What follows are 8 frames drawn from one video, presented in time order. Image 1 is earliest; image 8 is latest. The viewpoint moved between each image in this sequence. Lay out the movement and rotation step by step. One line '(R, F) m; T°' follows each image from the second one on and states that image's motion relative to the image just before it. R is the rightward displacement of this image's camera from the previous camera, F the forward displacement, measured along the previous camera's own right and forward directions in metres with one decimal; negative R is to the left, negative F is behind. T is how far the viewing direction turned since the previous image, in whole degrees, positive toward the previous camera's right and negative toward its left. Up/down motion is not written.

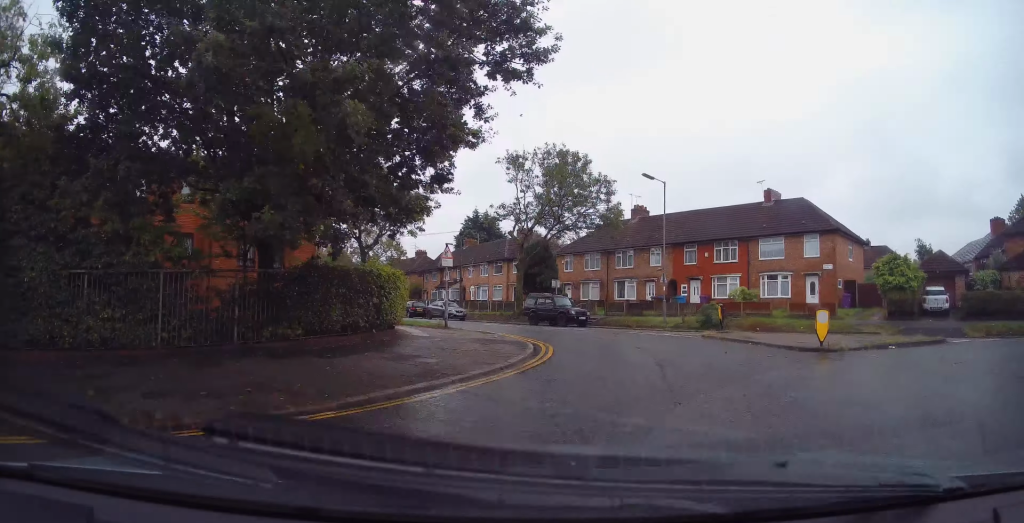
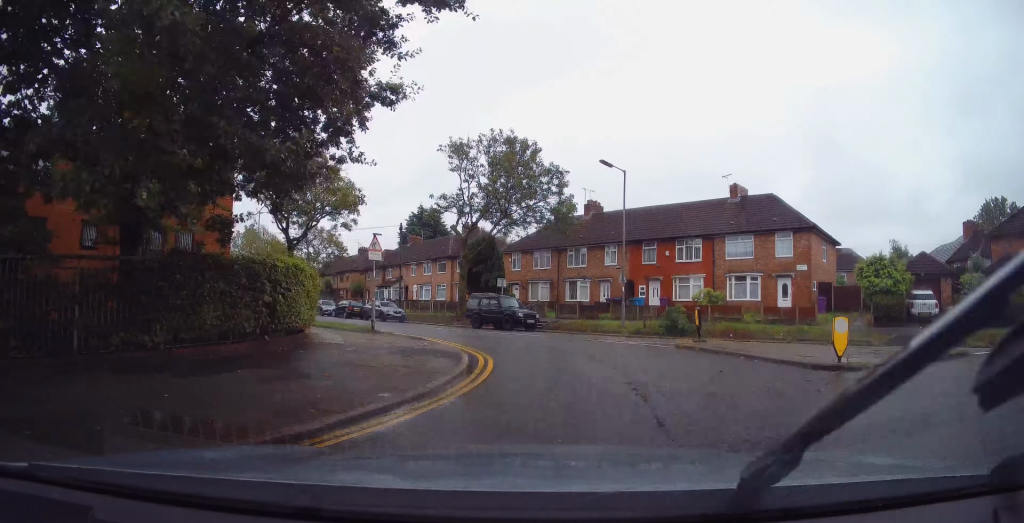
(+0.3, +3.7) m; +5°
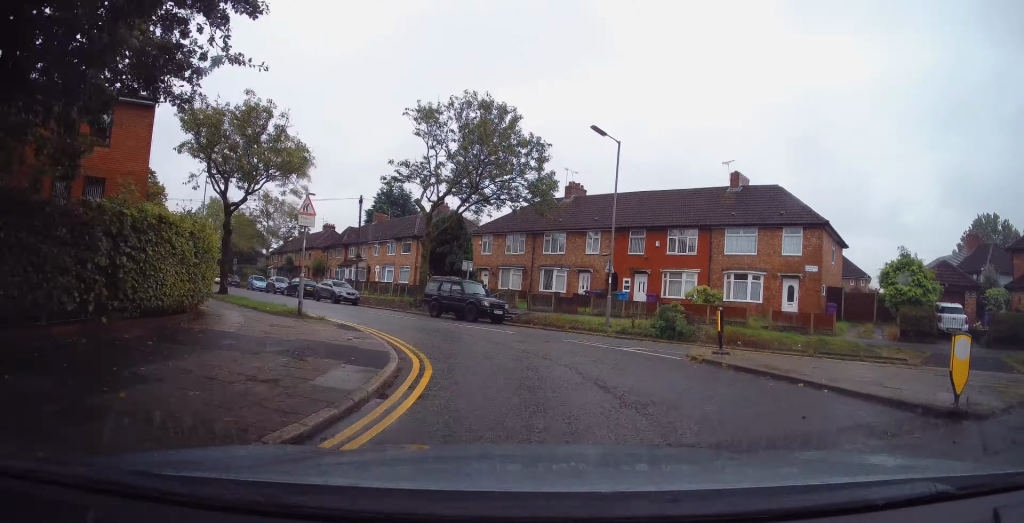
(+0.1, +4.5) m; +8°
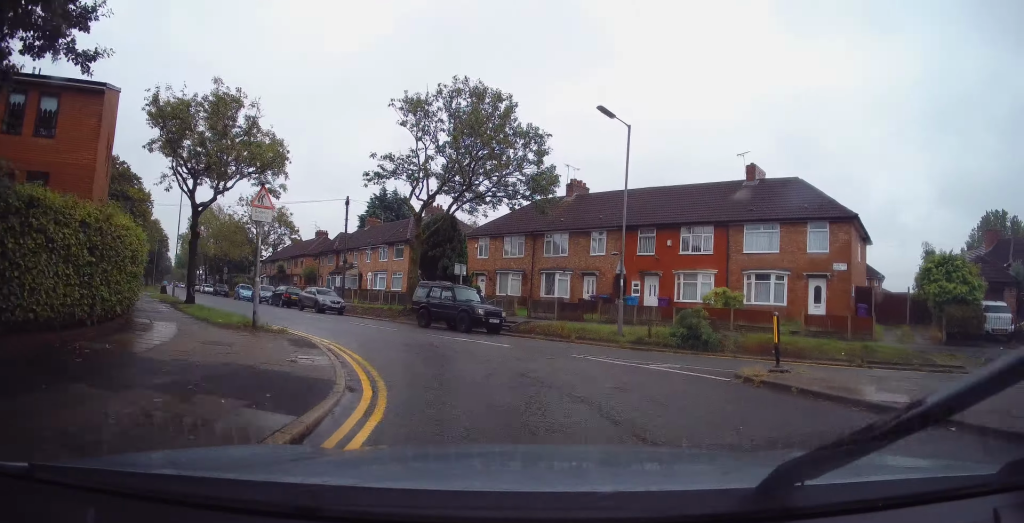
(+0.3, +3.0) m; -2°
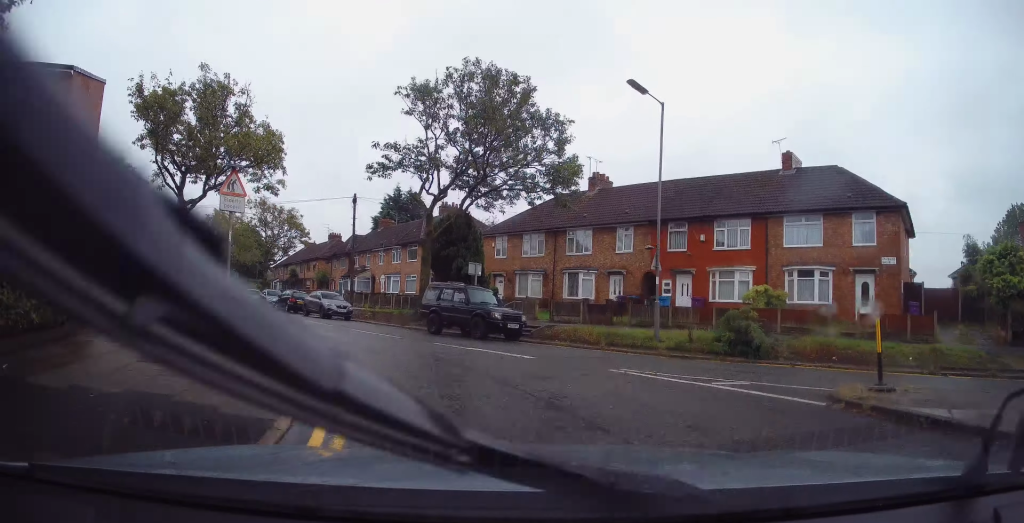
(+0.3, +2.2) m; -1°
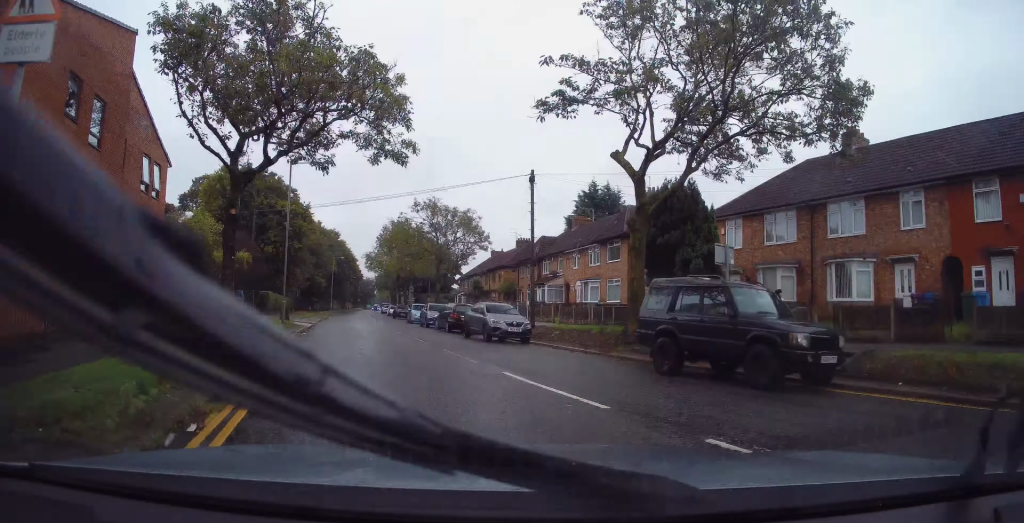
(-1.8, +8.9) m; -19°
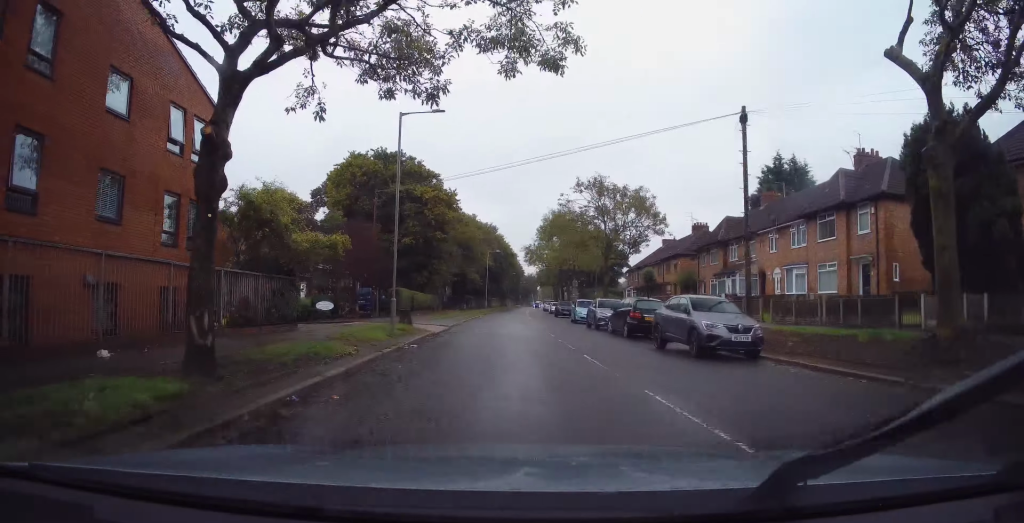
(-0.8, +7.2) m; -10°
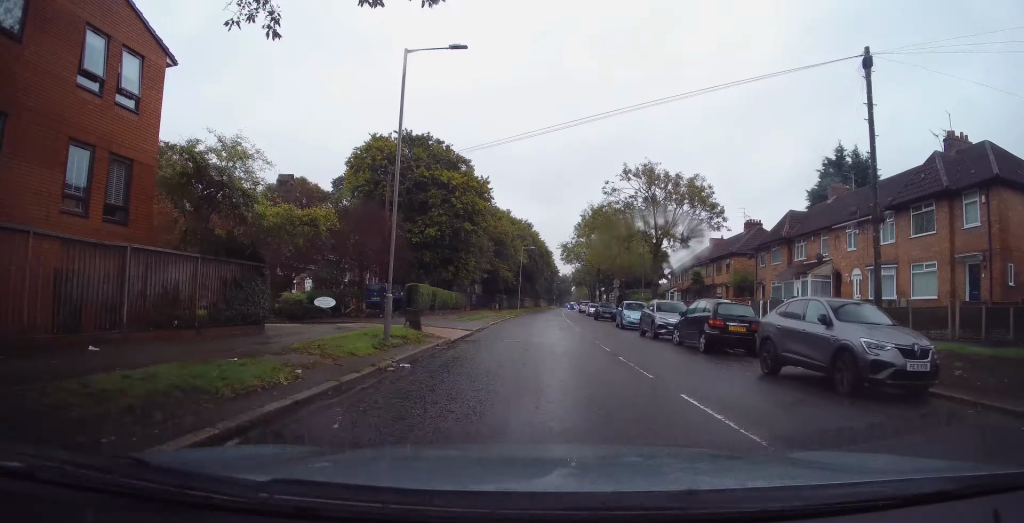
(-0.1, +4.8) m; -6°
